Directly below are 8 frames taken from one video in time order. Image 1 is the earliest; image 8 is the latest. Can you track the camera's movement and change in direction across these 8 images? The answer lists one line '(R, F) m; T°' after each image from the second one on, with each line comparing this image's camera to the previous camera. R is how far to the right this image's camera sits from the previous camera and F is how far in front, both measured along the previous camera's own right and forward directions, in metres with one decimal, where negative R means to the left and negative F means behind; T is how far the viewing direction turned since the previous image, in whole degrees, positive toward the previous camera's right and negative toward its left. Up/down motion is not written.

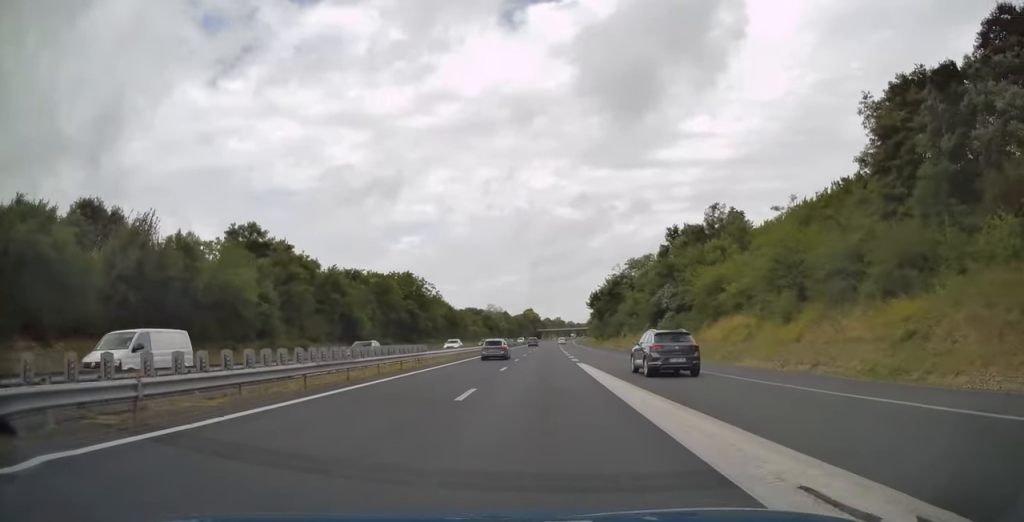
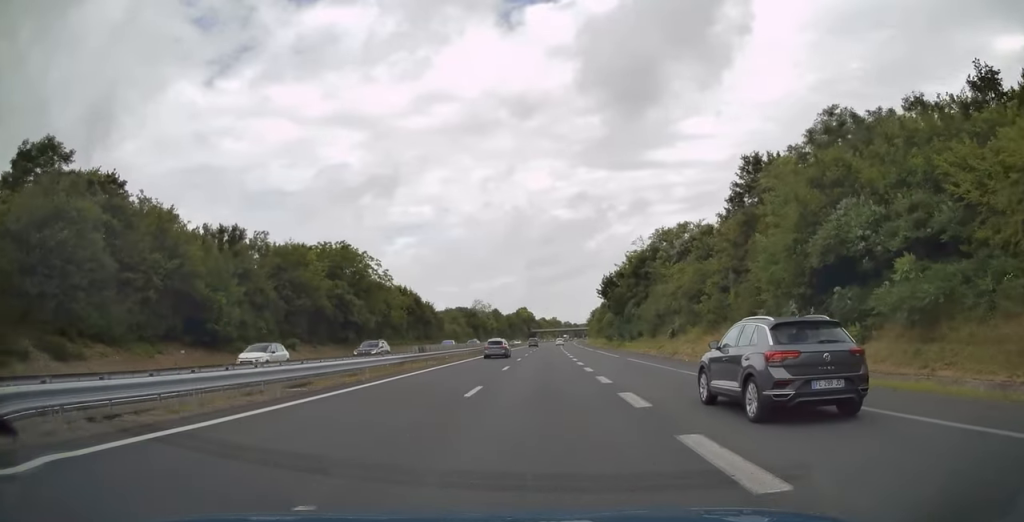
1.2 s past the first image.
(+0.1, +38.0) m; 0°
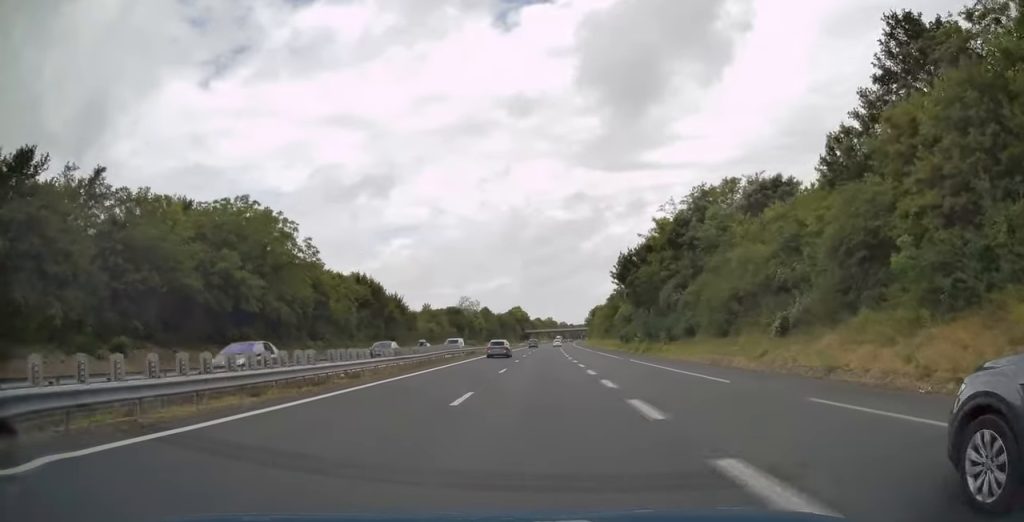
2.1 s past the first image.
(+0.1, +27.9) m; 0°
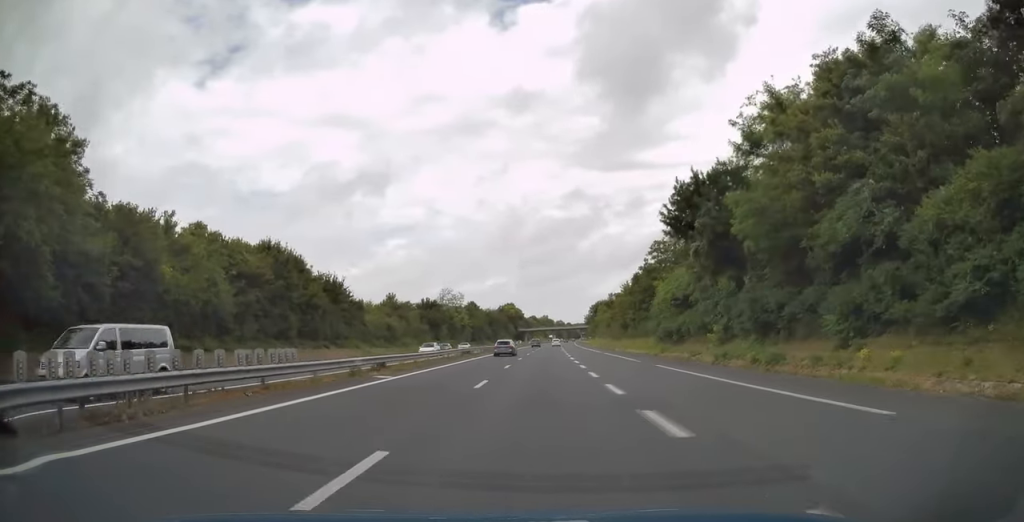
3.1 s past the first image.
(+0.1, +34.8) m; 0°
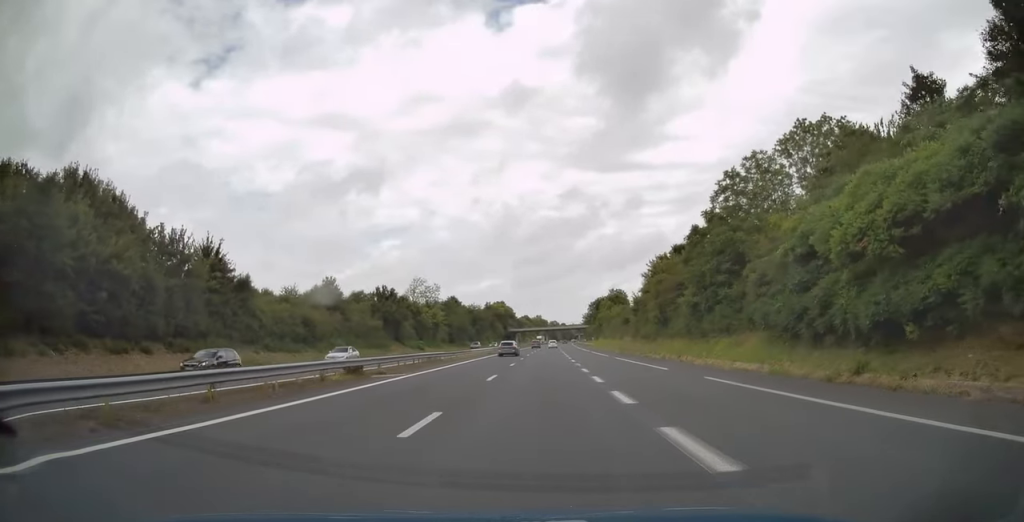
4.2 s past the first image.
(+0.2, +34.8) m; +1°
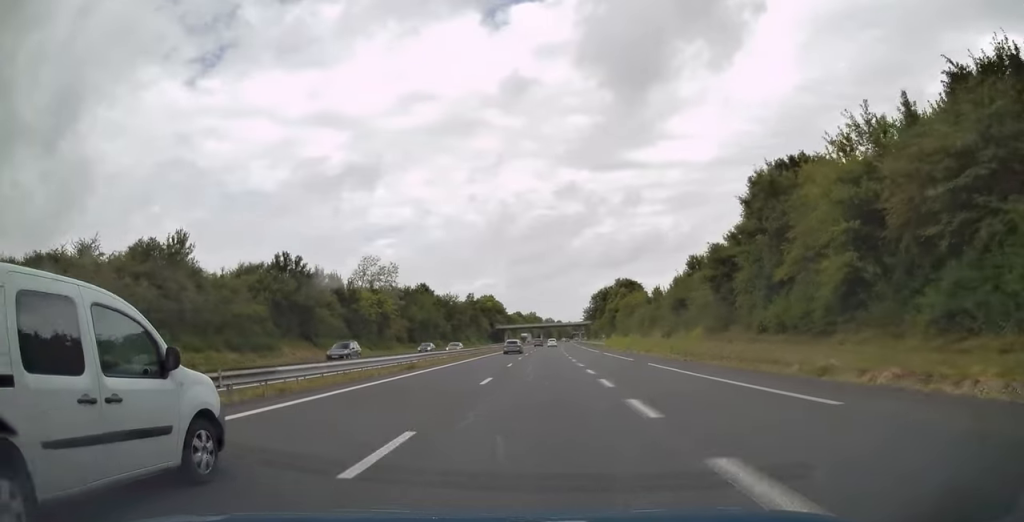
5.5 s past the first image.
(+0.3, +41.7) m; +1°
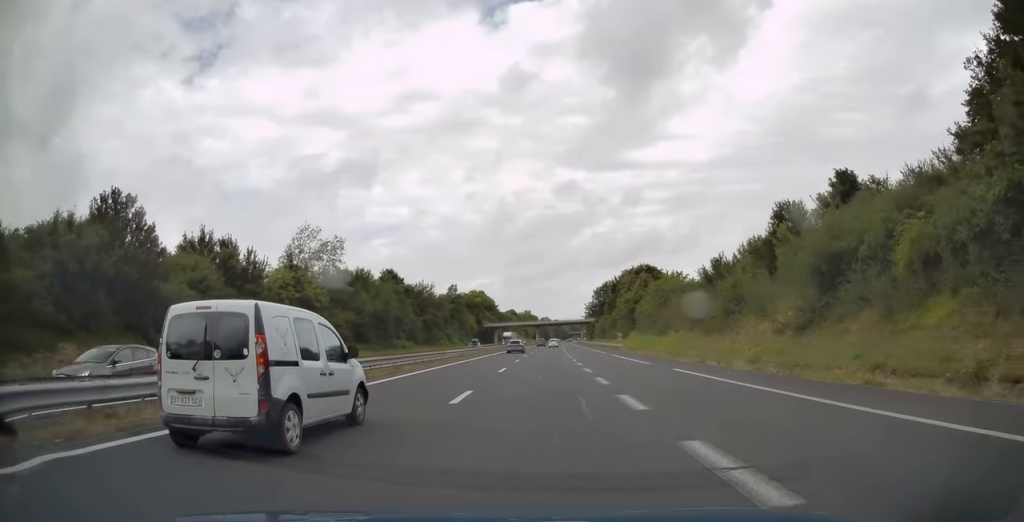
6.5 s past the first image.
(+0.1, +31.5) m; 0°
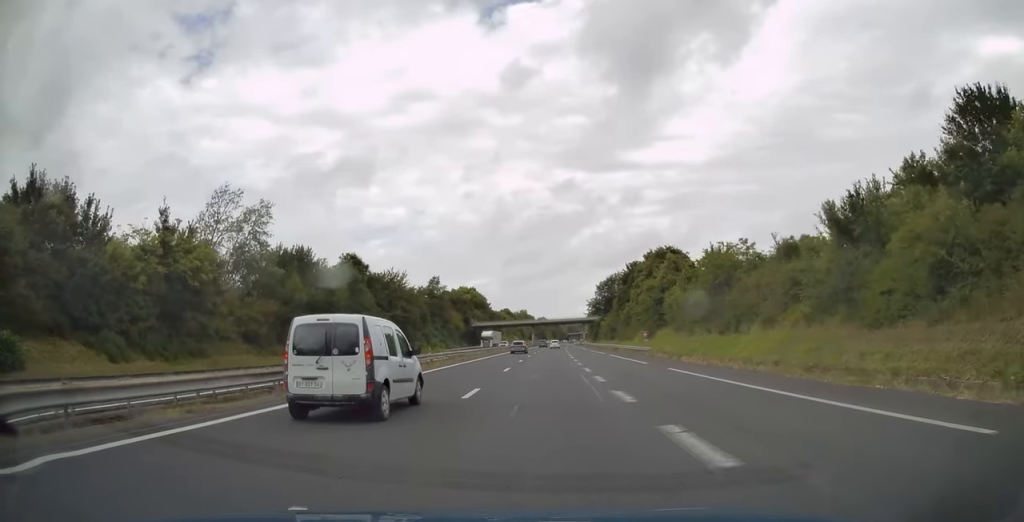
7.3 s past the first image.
(+0.1, +24.6) m; 0°
